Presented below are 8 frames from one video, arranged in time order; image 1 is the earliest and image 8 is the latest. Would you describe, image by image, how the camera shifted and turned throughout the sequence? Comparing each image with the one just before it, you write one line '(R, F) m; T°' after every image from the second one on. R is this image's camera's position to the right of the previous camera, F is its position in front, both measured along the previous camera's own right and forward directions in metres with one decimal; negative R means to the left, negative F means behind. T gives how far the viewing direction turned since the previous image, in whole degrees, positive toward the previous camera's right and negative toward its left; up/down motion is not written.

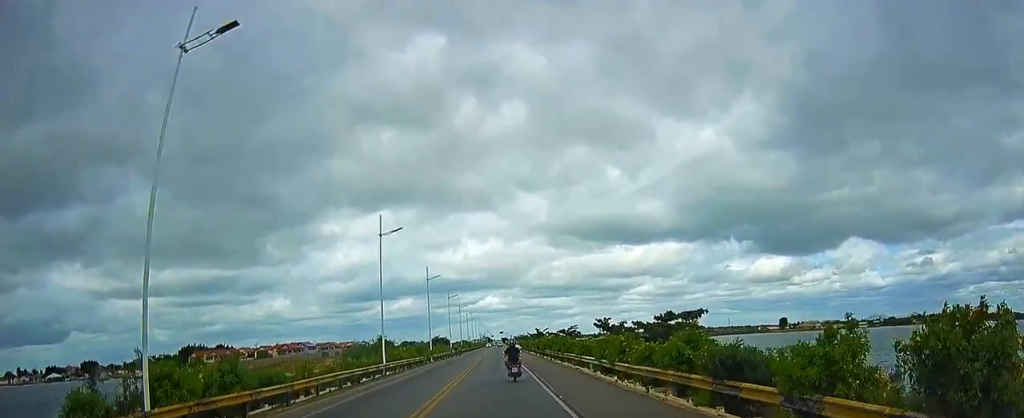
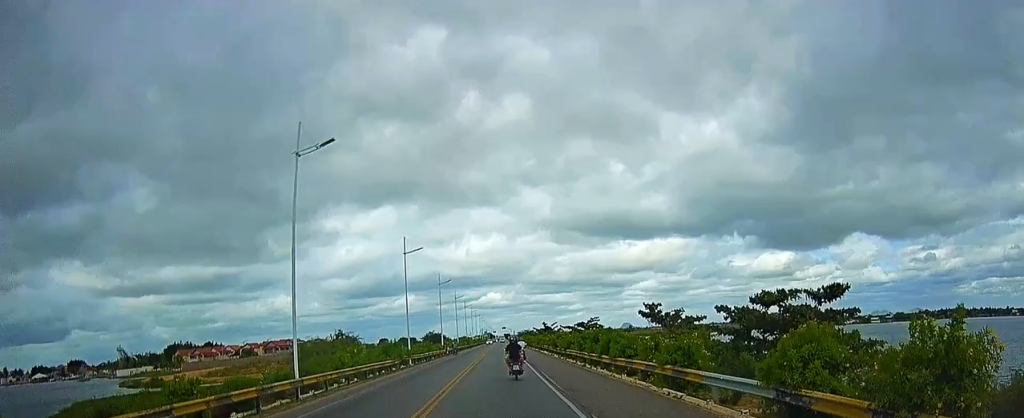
(-0.1, +19.5) m; +1°
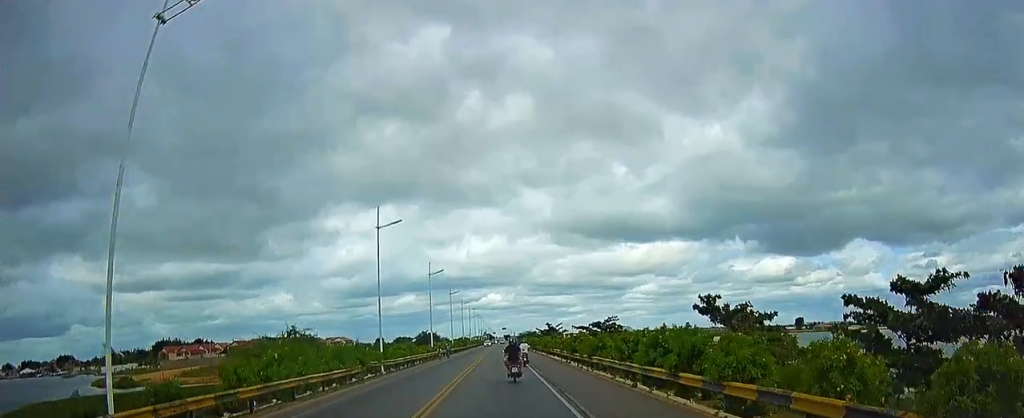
(0.0, +12.7) m; +1°
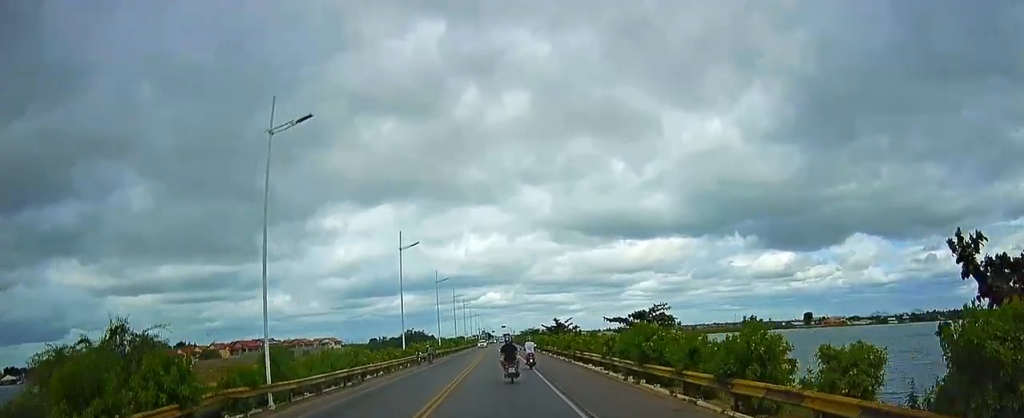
(+0.4, +20.6) m; -1°
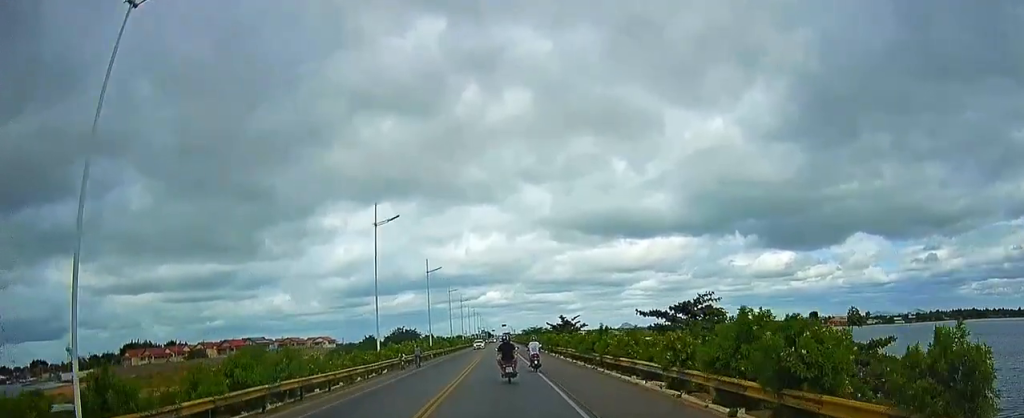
(-0.3, +10.9) m; -1°
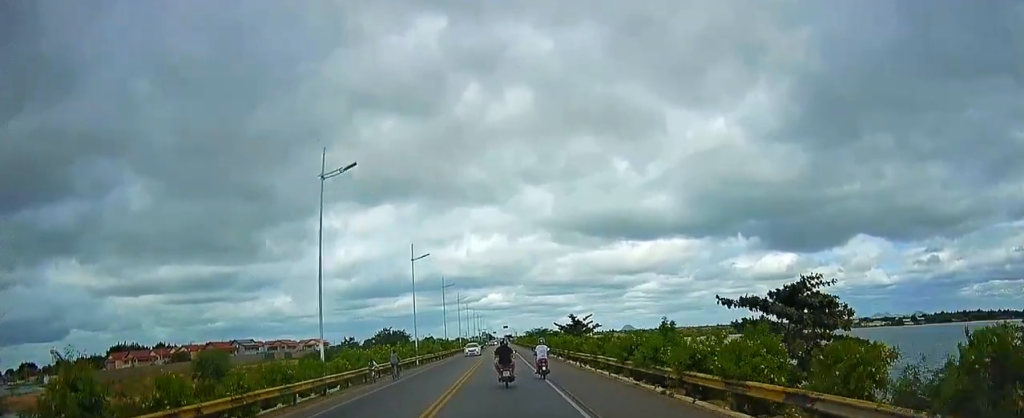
(-0.1, +13.3) m; 0°
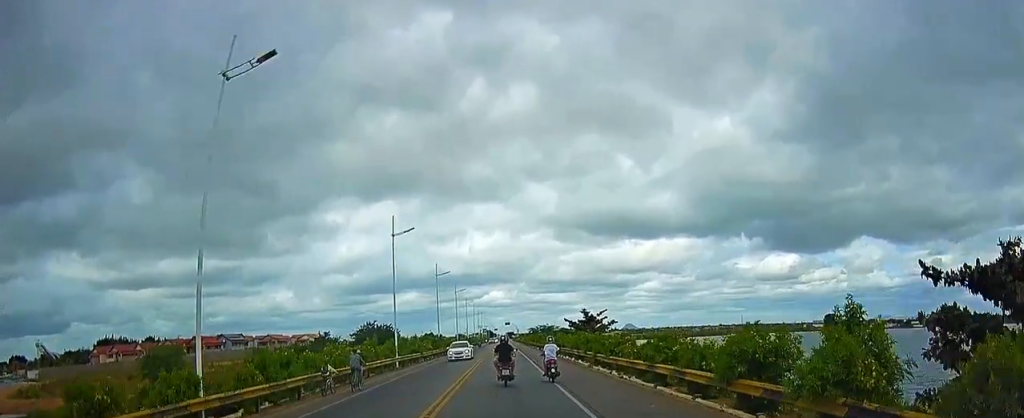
(0.0, +12.0) m; 0°
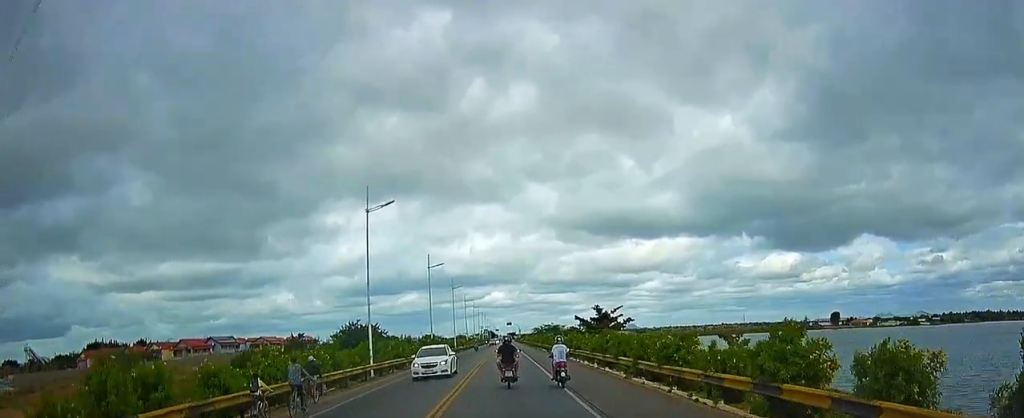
(0.0, +9.6) m; 0°
